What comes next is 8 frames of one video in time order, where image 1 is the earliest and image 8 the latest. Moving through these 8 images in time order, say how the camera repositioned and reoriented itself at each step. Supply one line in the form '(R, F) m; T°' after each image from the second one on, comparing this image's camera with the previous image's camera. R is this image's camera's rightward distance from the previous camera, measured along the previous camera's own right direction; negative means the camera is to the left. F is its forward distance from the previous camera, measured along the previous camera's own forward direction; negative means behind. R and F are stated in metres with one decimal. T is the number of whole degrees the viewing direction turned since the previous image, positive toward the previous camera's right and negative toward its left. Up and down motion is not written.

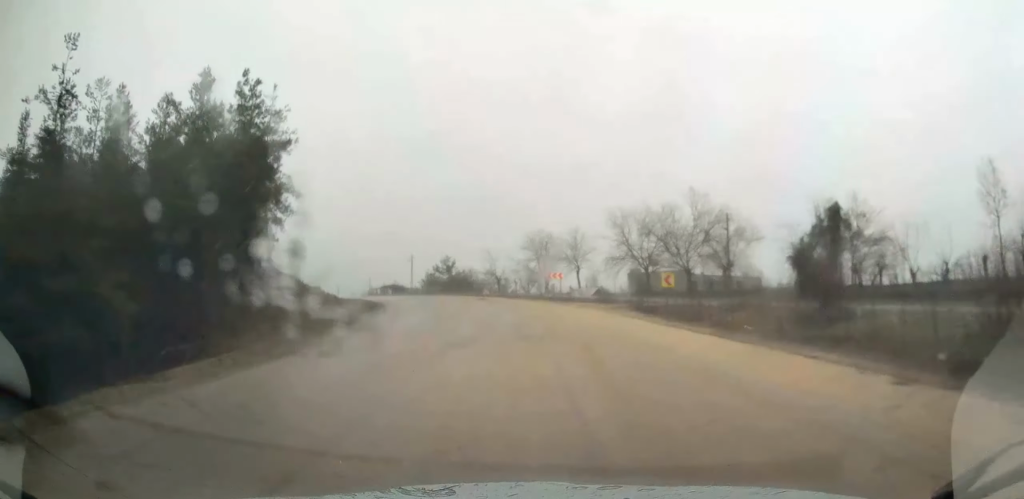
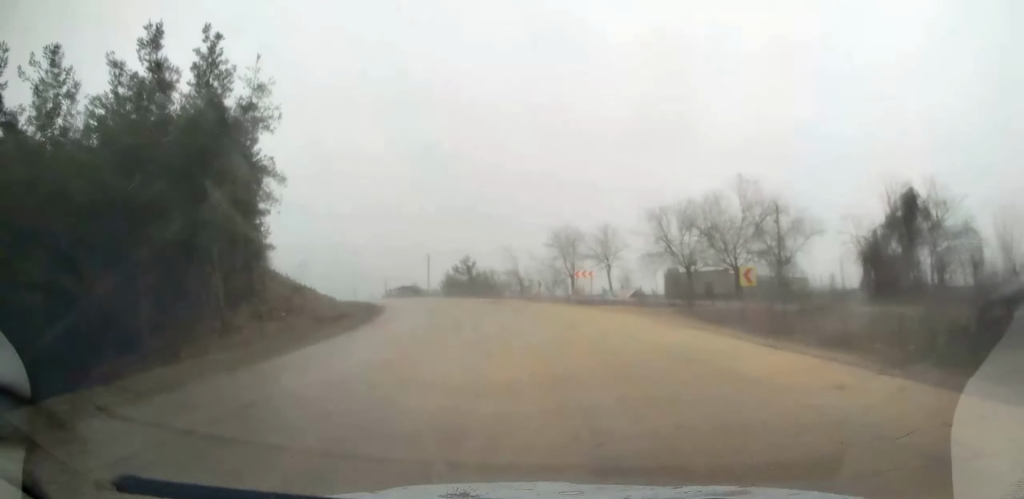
(-0.2, +7.9) m; -2°
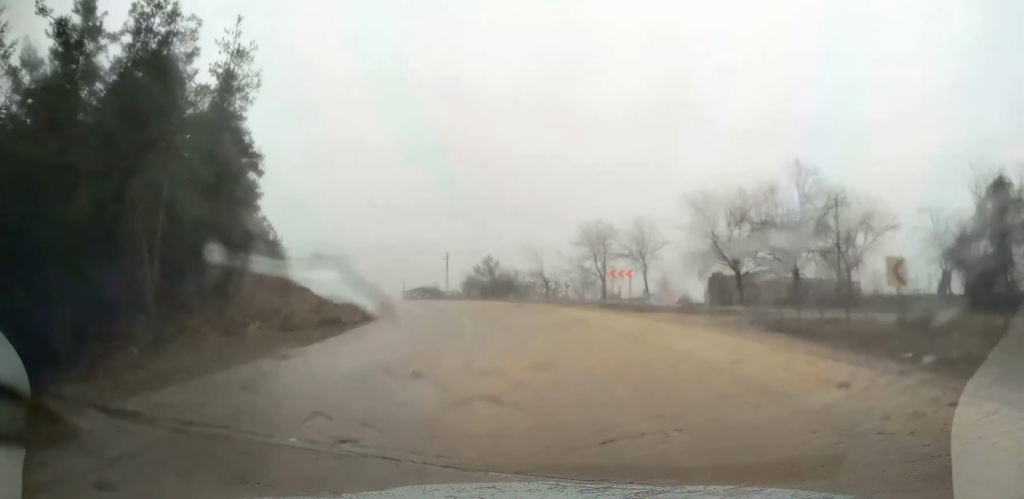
(-0.1, +7.5) m; -2°
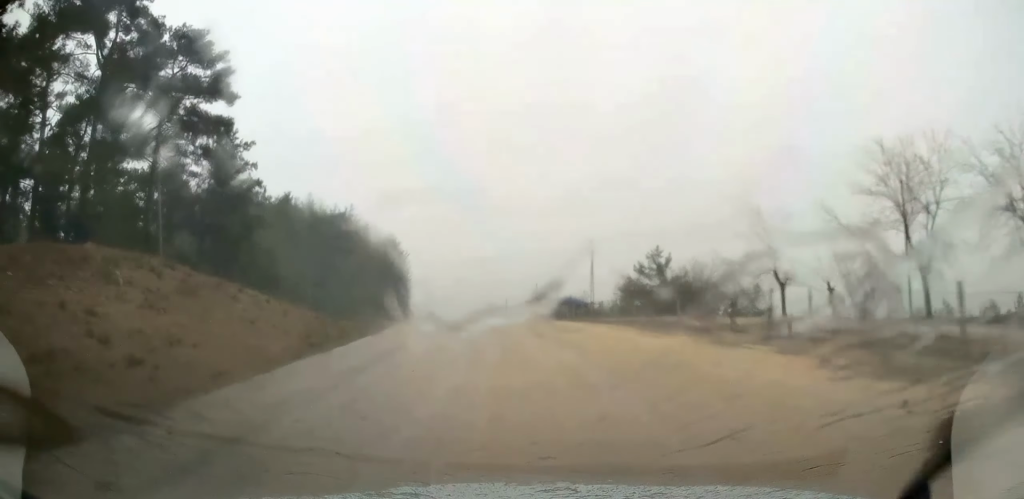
(-4.8, +38.4) m; -14°
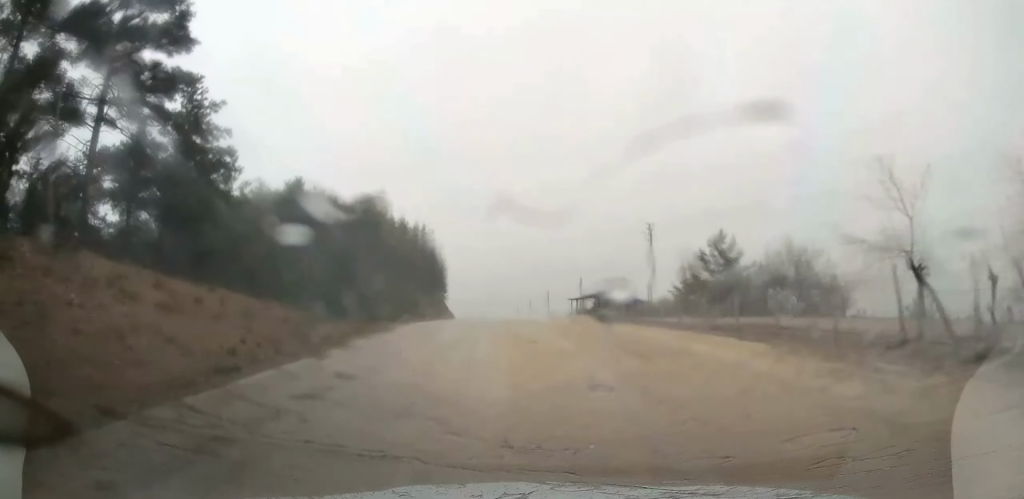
(-0.2, +11.0) m; -3°
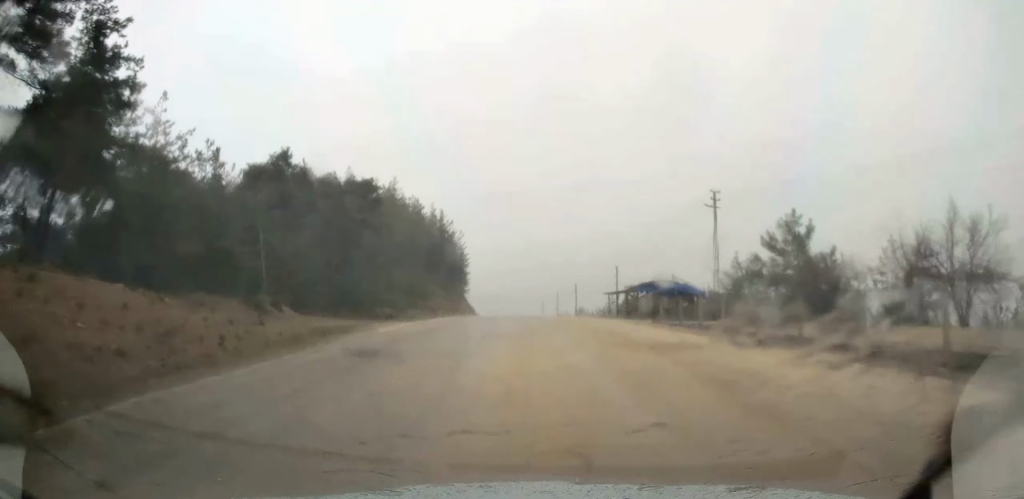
(-0.4, +13.5) m; -4°
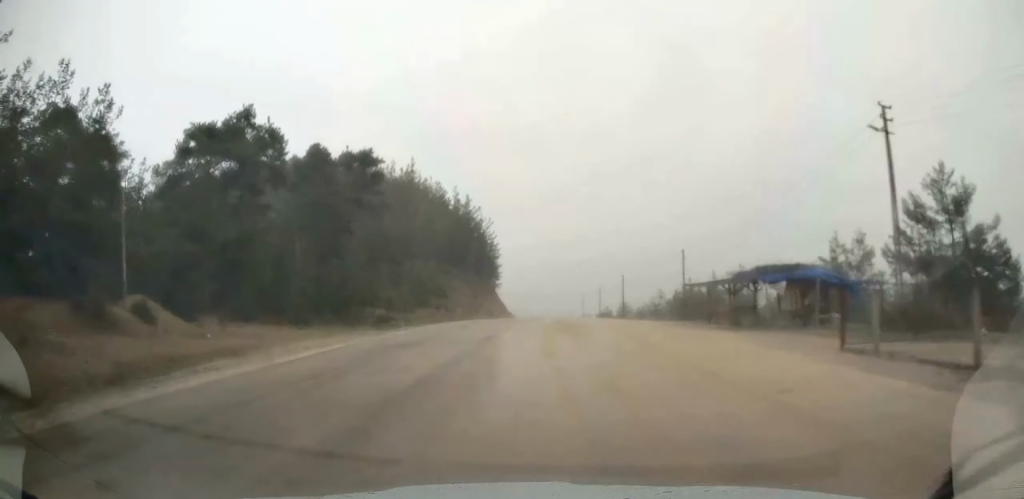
(-0.8, +17.4) m; -4°
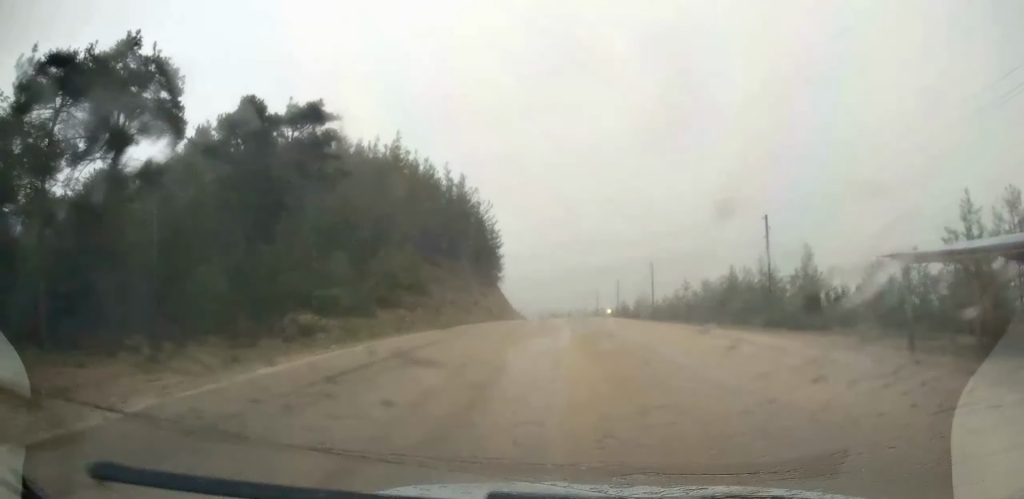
(-0.3, +19.5) m; -1°
